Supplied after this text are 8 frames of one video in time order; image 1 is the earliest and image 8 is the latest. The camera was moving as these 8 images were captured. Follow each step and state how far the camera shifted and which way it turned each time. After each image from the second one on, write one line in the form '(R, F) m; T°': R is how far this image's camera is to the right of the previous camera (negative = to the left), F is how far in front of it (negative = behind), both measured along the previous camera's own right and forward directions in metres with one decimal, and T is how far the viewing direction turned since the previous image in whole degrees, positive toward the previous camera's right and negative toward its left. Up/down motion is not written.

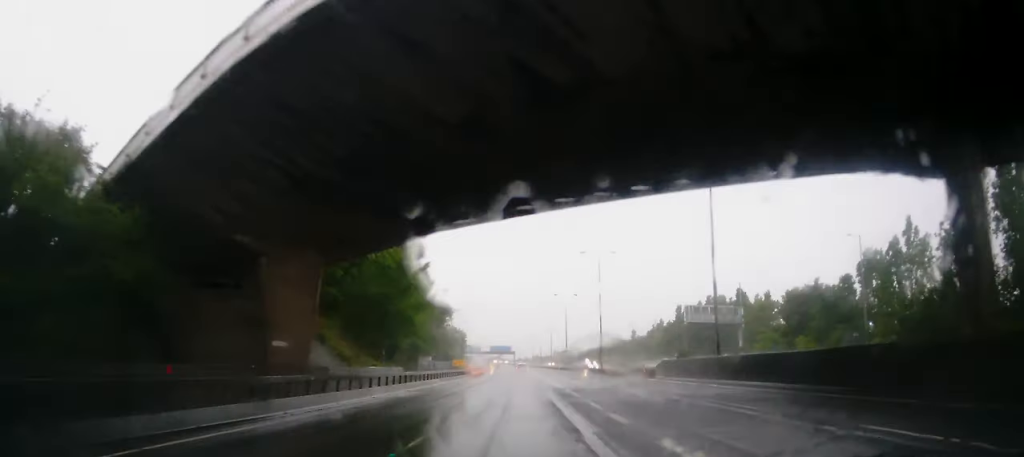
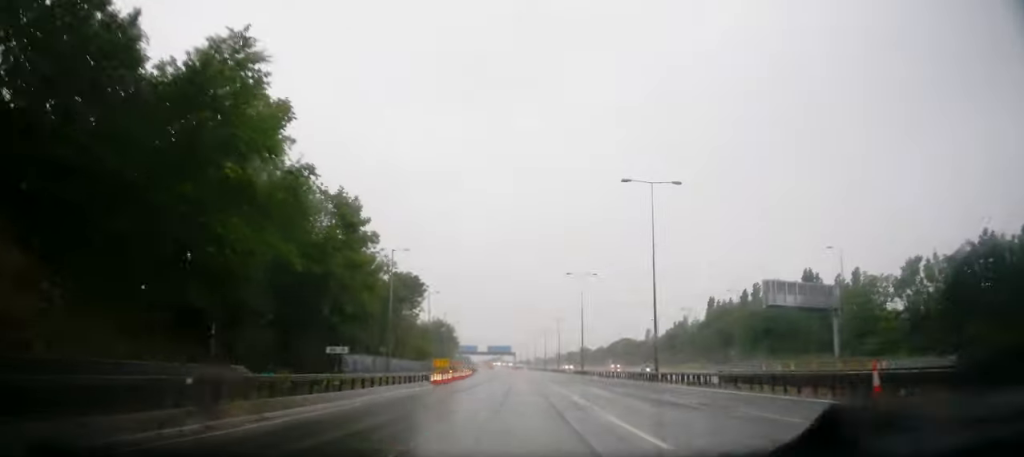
(-0.6, +30.5) m; -2°
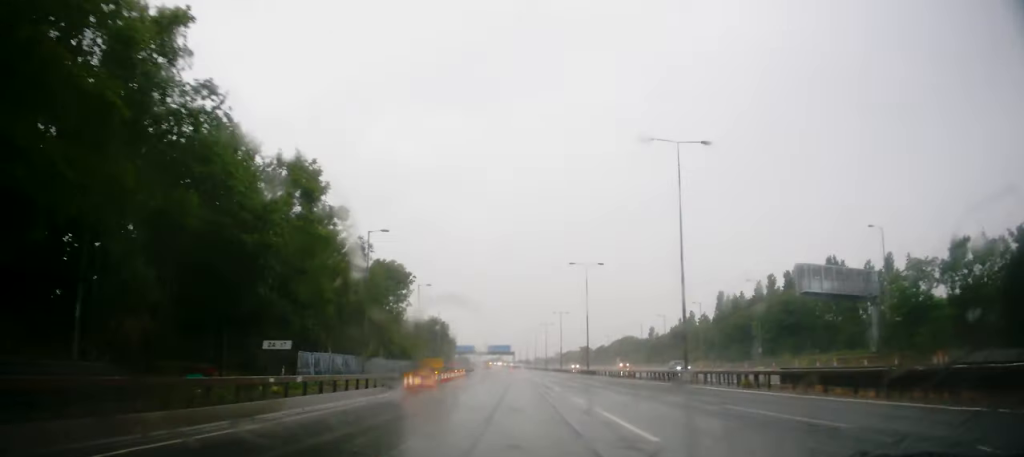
(0.0, +8.4) m; 0°
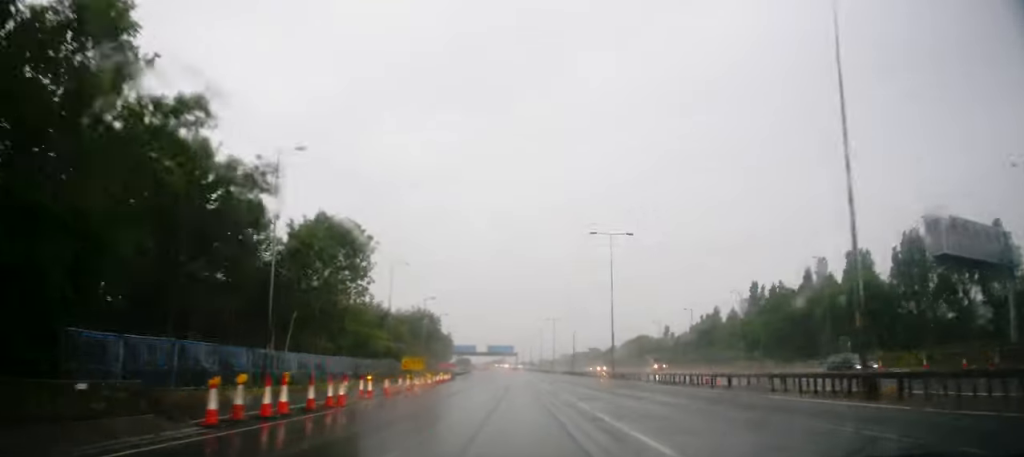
(-0.4, +19.3) m; 0°
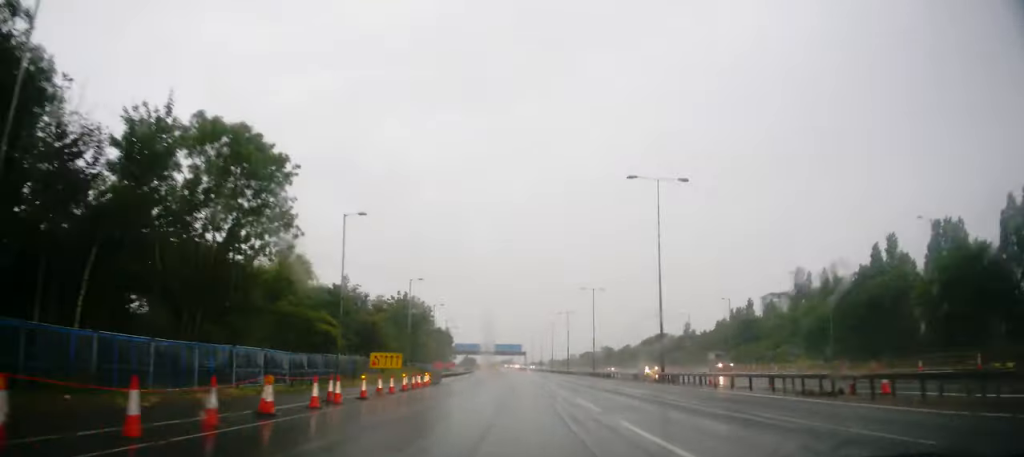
(+0.3, +18.3) m; +2°
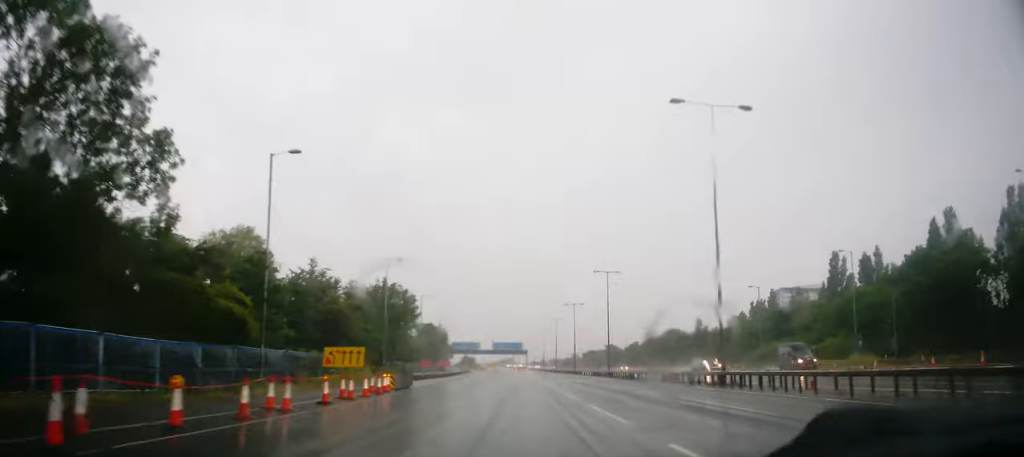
(+0.1, +13.0) m; 0°
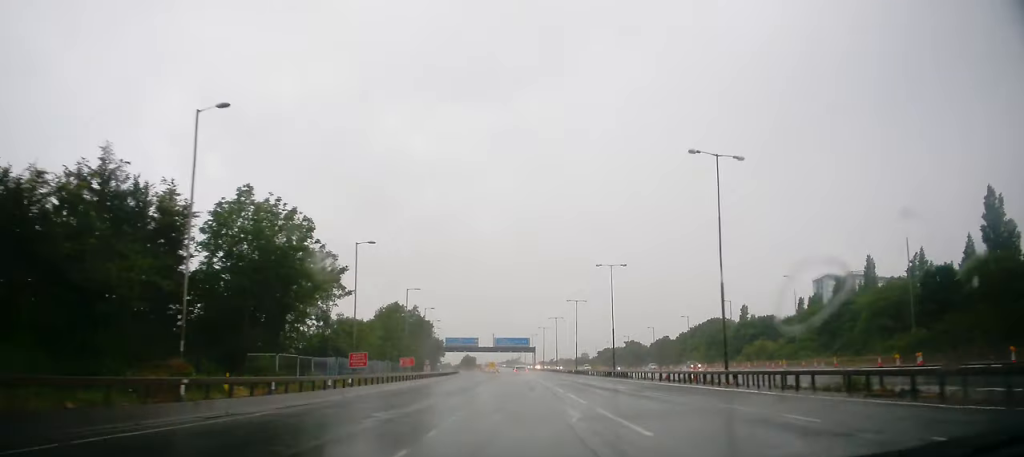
(-0.6, +37.5) m; -2°
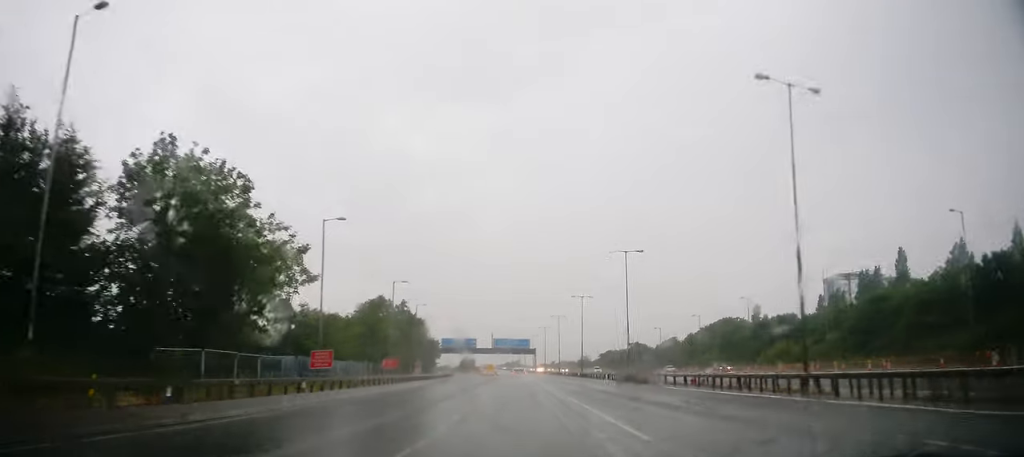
(-0.2, +8.8) m; 0°
